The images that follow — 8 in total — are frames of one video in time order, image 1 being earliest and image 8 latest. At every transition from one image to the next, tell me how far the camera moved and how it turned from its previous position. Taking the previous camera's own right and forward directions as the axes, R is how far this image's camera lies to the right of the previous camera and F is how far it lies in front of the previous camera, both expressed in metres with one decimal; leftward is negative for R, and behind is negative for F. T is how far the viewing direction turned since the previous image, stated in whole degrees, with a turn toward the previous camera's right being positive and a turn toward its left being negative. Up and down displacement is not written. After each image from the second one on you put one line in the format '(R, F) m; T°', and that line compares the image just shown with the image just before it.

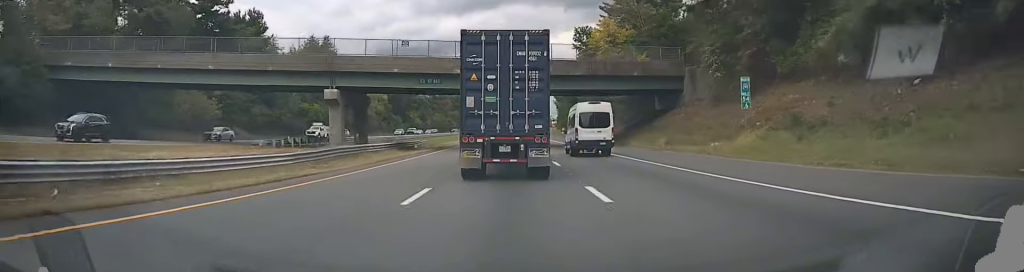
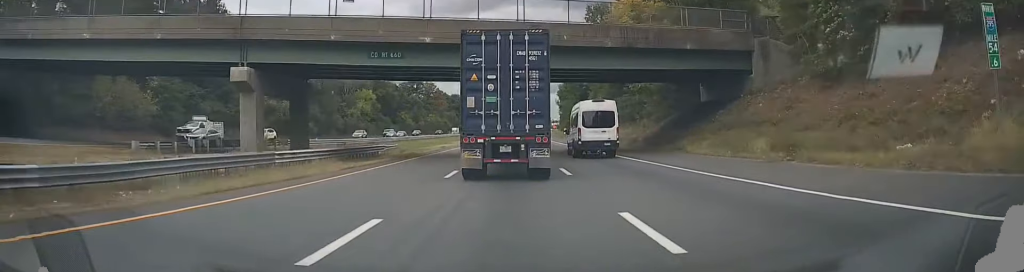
(0.0, +17.1) m; 0°
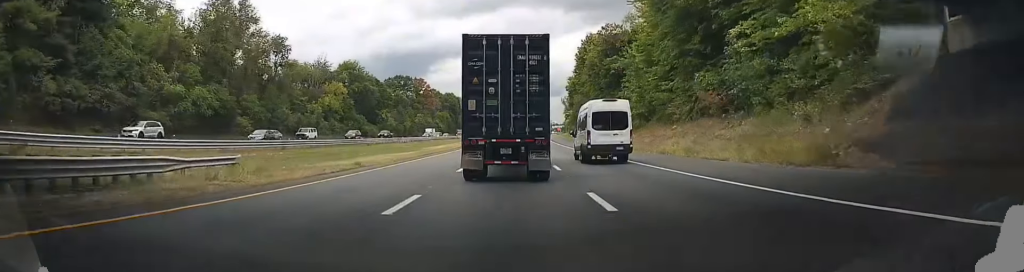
(+0.2, +32.6) m; 0°
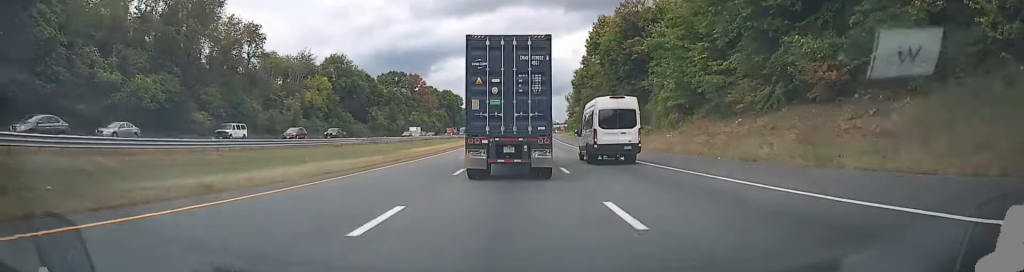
(+0.1, +16.2) m; 0°
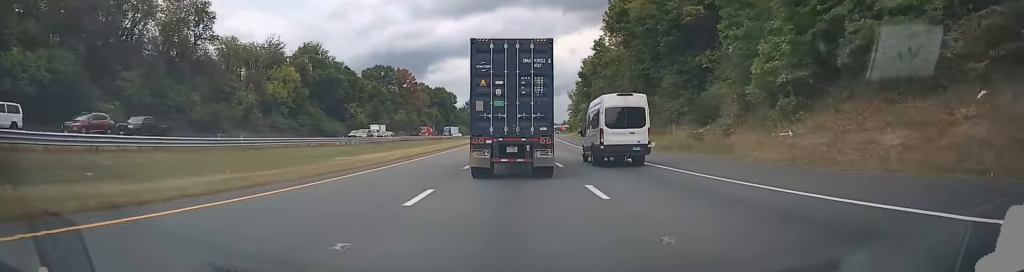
(-0.1, +22.1) m; 0°
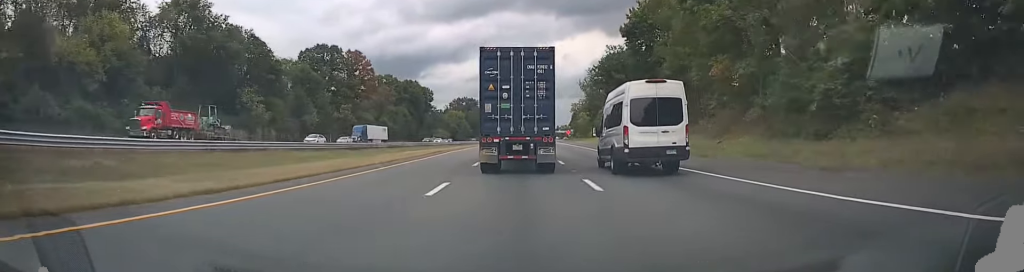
(+0.4, +58.7) m; +1°
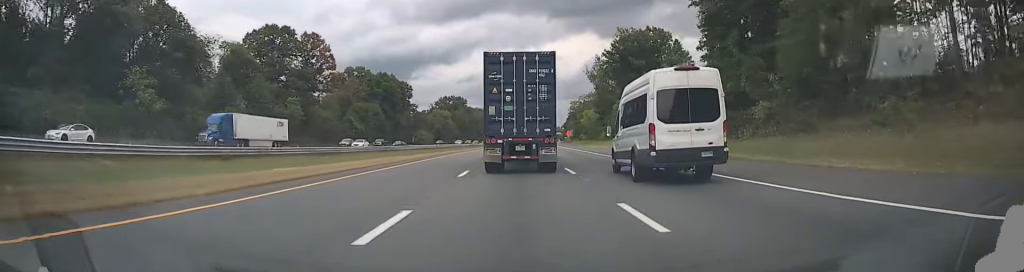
(0.0, +27.9) m; 0°
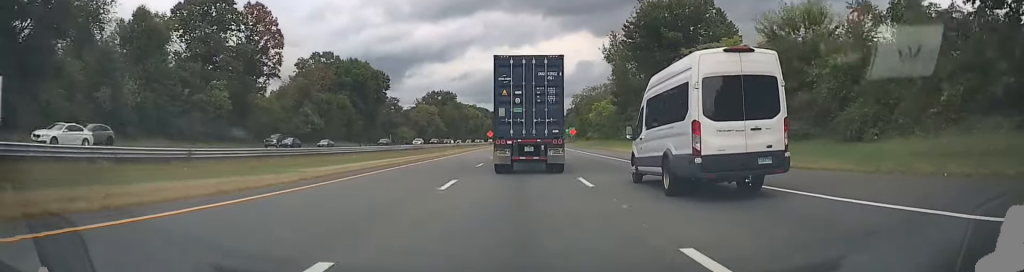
(+0.1, +25.6) m; 0°
